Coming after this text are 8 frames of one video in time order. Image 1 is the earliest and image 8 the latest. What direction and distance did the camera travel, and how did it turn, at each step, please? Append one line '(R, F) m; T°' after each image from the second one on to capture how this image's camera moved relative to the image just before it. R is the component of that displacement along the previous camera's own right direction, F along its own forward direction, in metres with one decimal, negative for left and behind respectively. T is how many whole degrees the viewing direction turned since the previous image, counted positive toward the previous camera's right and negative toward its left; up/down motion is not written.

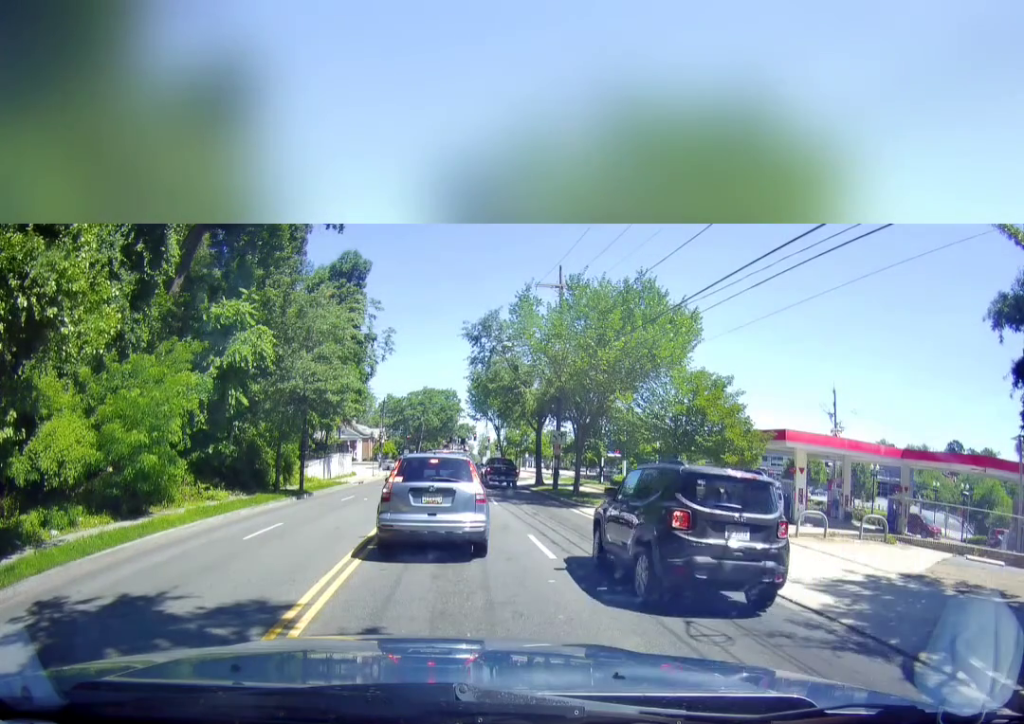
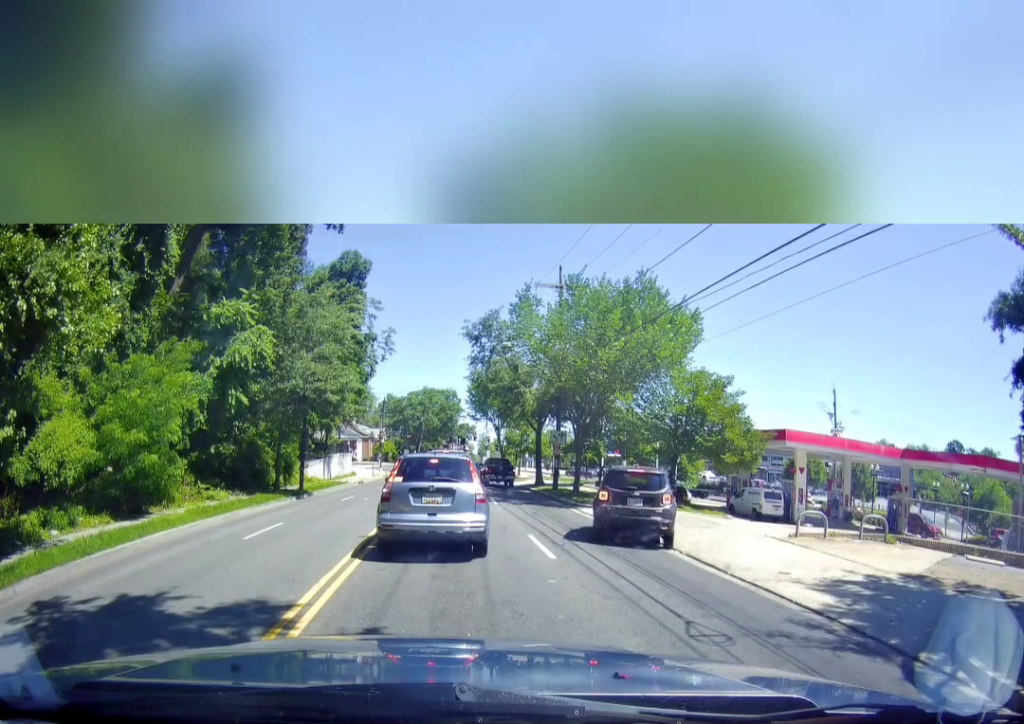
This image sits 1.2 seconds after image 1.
(0.0, 0.0) m; 0°
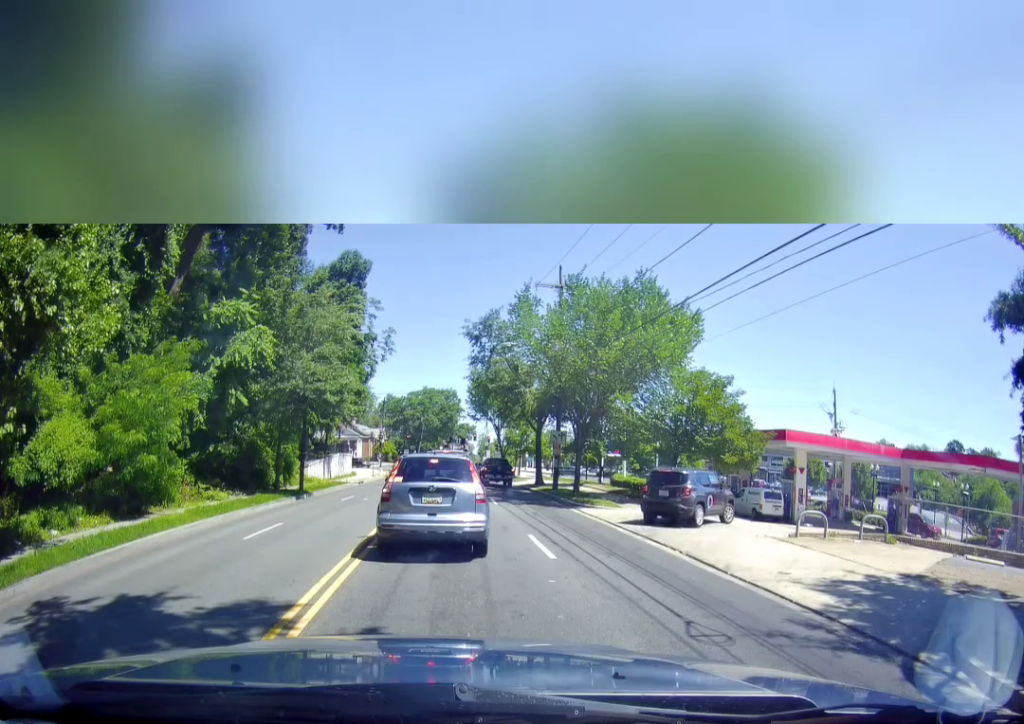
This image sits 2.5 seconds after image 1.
(0.0, 0.0) m; 0°
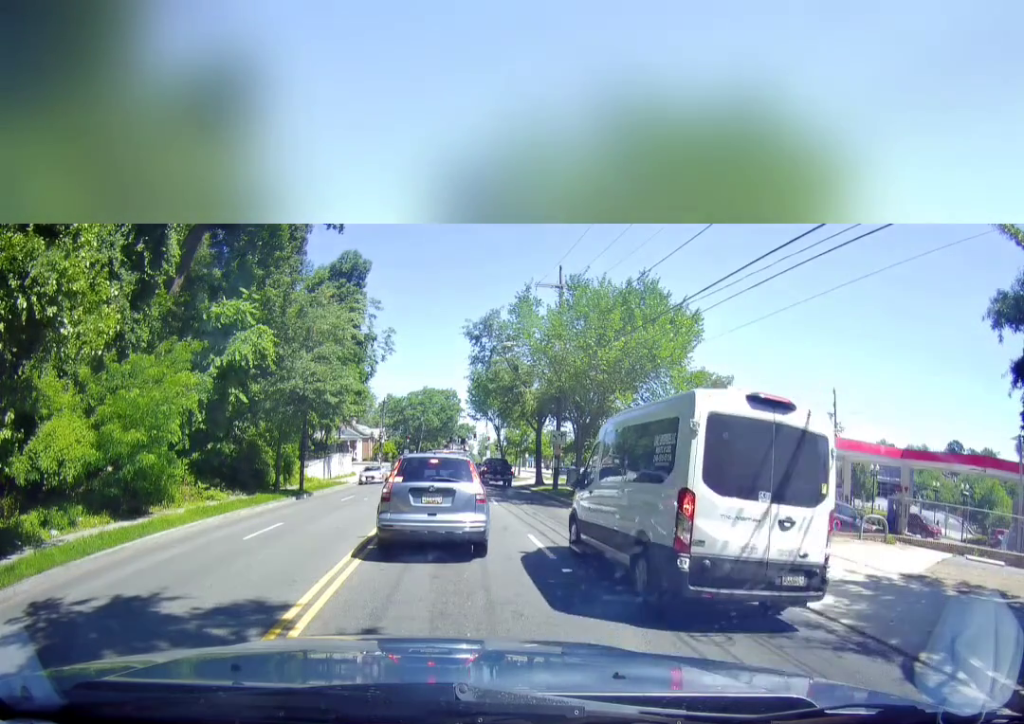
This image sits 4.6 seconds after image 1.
(0.0, 0.0) m; 0°
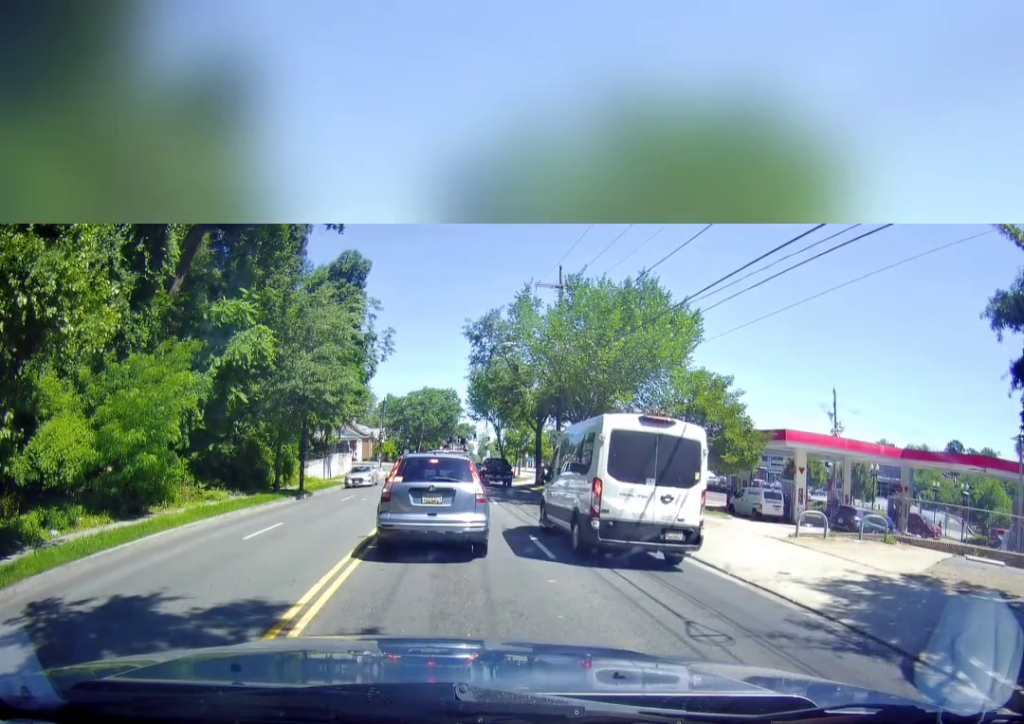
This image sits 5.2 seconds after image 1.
(0.0, 0.0) m; 0°
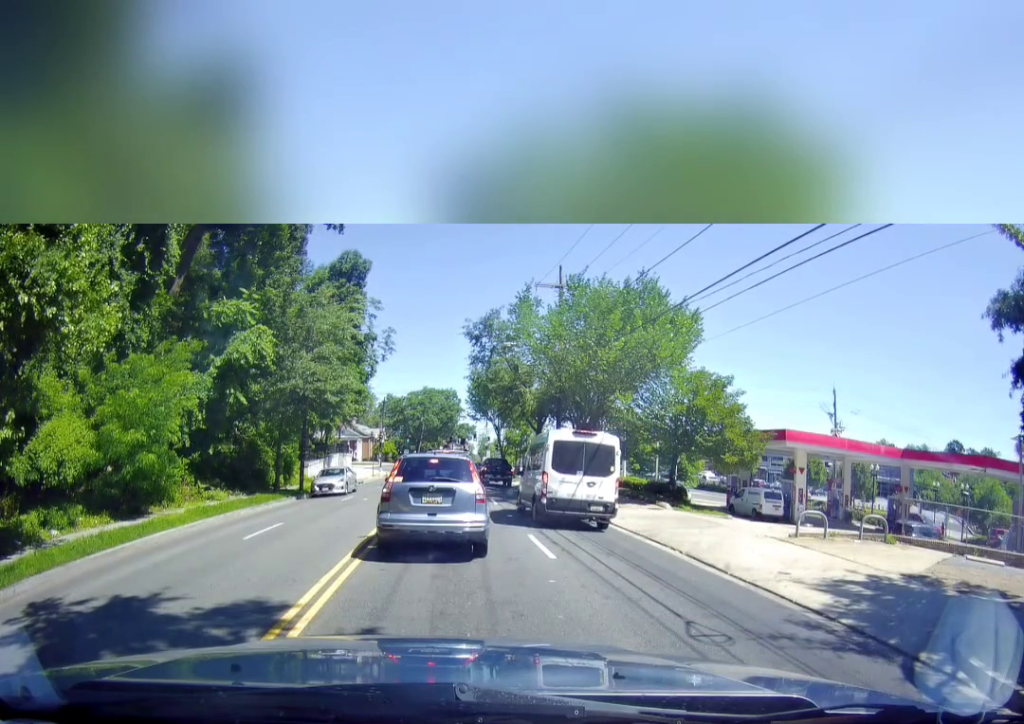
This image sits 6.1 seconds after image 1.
(0.0, 0.0) m; 0°
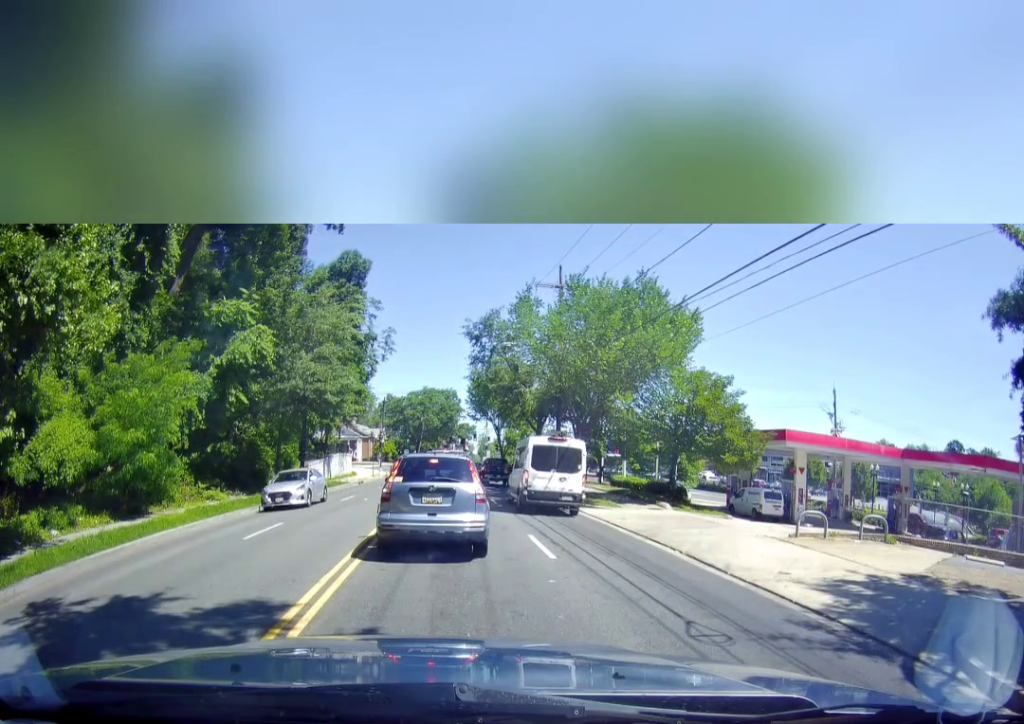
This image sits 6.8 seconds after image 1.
(0.0, 0.0) m; 0°
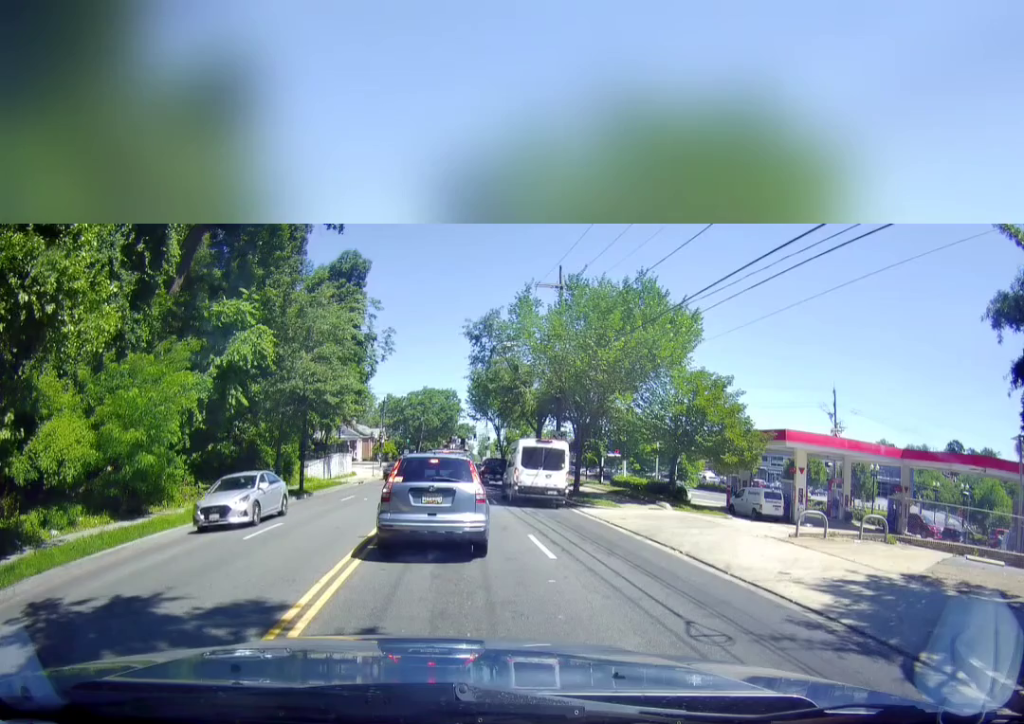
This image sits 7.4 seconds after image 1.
(0.0, 0.0) m; 0°
